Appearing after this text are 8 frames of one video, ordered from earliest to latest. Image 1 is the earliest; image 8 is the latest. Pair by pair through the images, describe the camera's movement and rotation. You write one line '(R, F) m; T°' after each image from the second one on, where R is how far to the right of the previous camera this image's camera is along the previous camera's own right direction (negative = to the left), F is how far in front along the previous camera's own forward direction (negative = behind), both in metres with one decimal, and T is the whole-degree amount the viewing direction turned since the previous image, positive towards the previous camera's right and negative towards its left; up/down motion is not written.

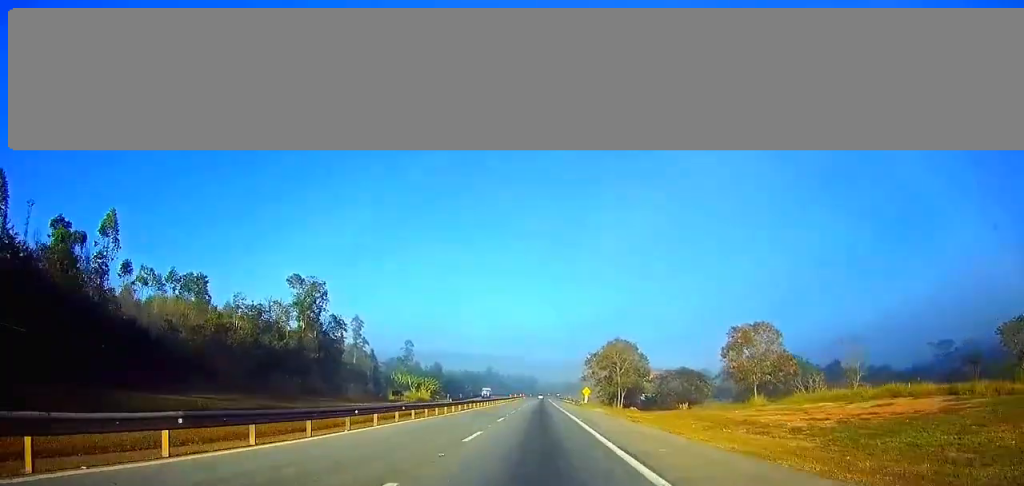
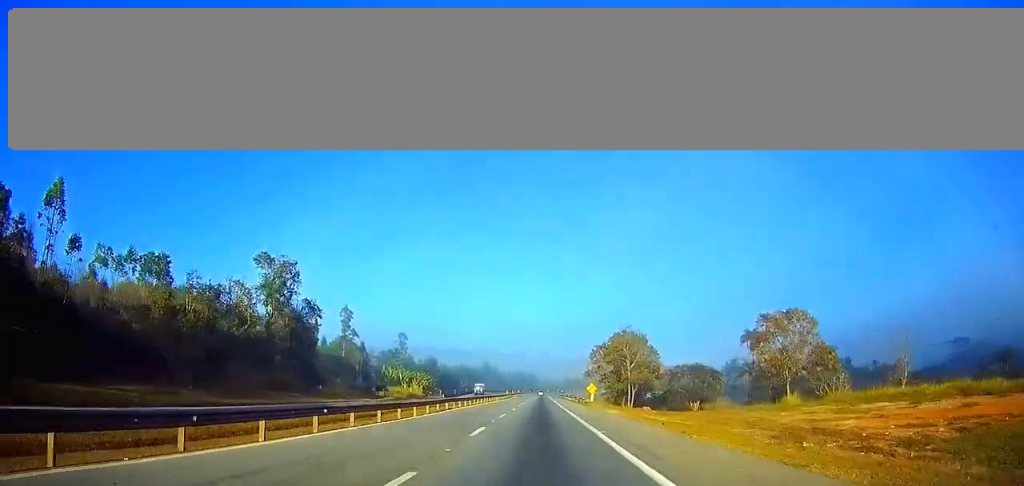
(0.0, +11.6) m; 0°
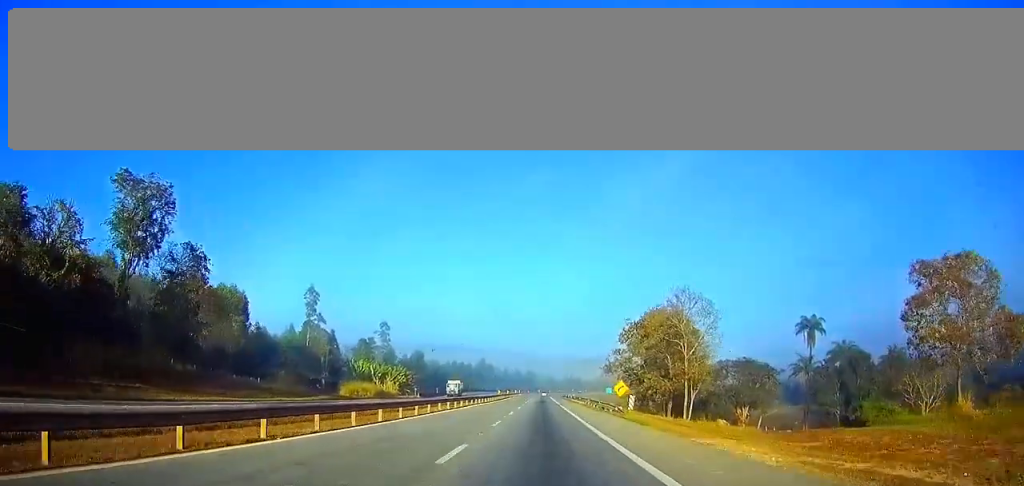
(0.0, +32.4) m; 0°
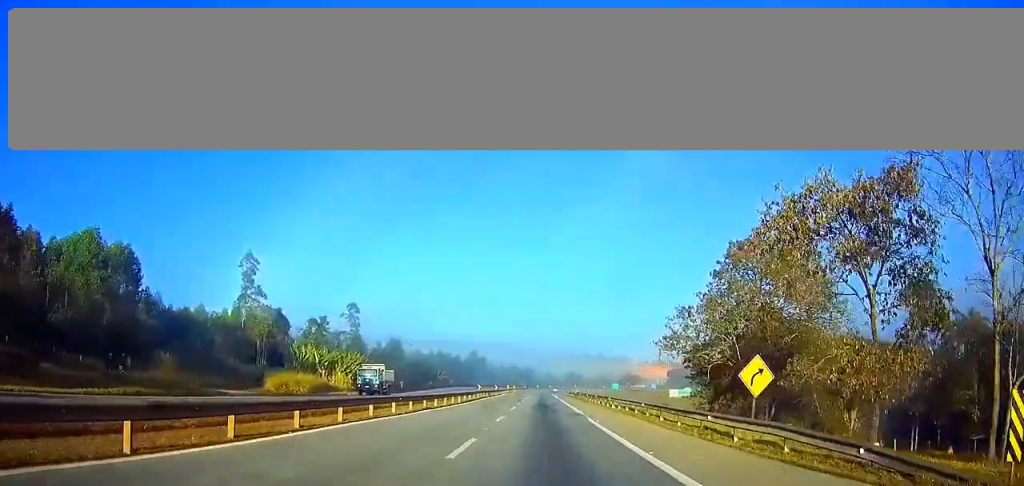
(0.0, +38.1) m; 0°
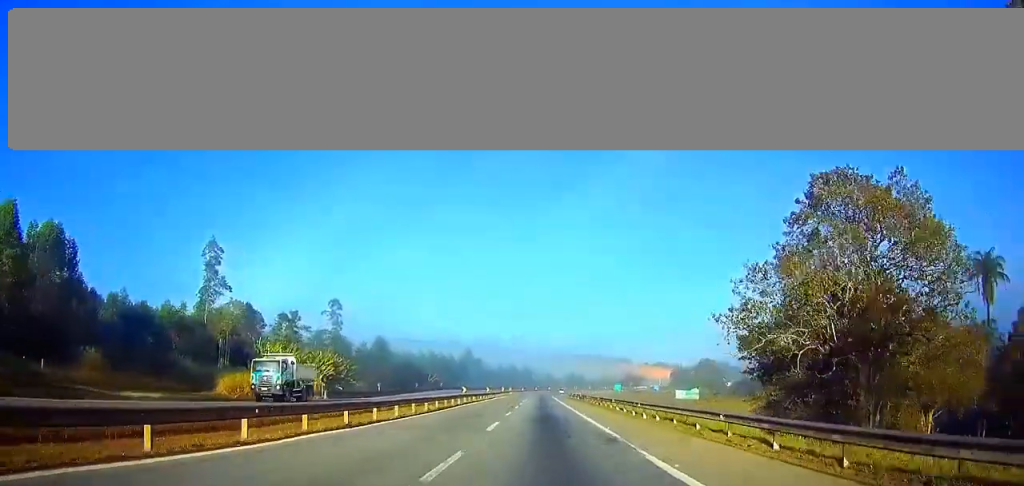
(0.0, +15.5) m; 0°
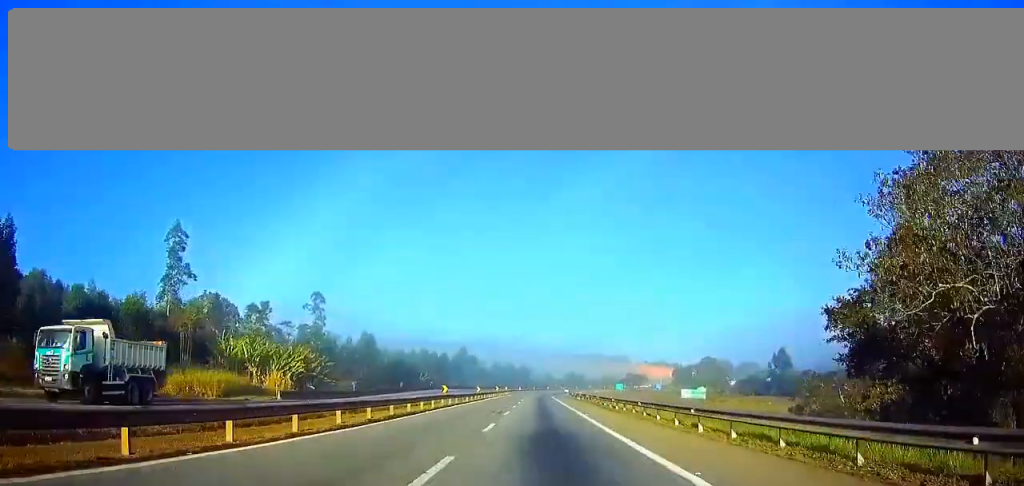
(0.0, +12.8) m; 0°
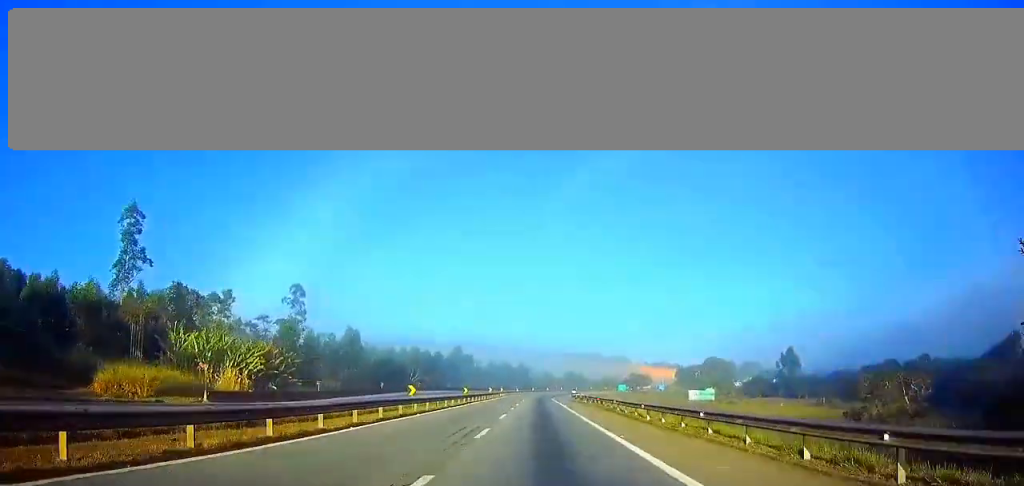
(0.0, +13.7) m; 0°
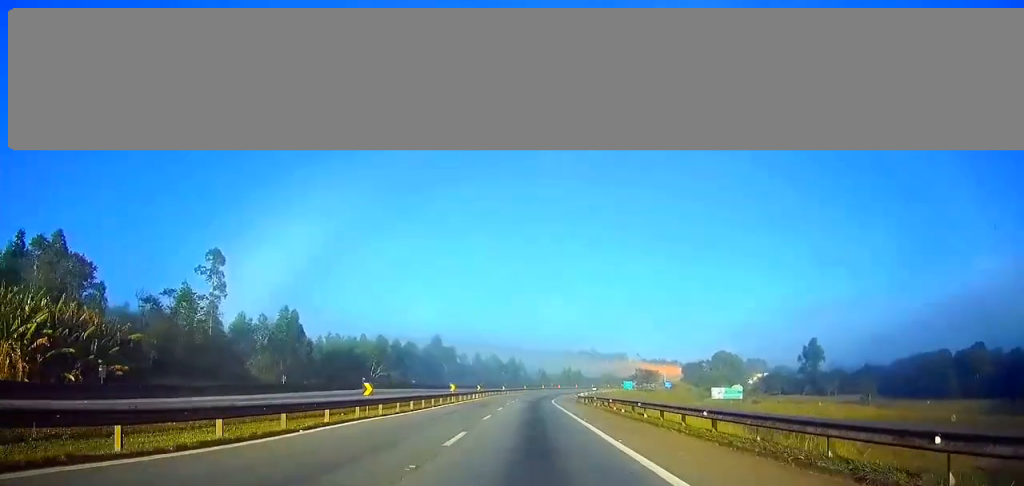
(+0.3, +38.2) m; 0°
